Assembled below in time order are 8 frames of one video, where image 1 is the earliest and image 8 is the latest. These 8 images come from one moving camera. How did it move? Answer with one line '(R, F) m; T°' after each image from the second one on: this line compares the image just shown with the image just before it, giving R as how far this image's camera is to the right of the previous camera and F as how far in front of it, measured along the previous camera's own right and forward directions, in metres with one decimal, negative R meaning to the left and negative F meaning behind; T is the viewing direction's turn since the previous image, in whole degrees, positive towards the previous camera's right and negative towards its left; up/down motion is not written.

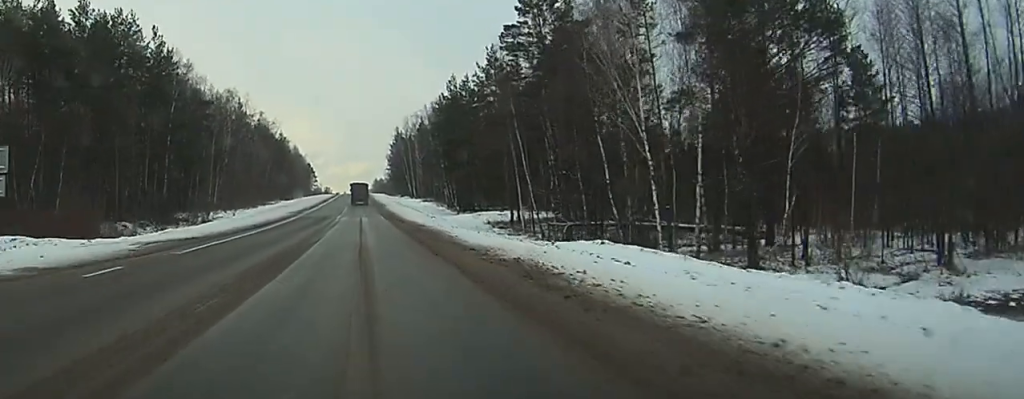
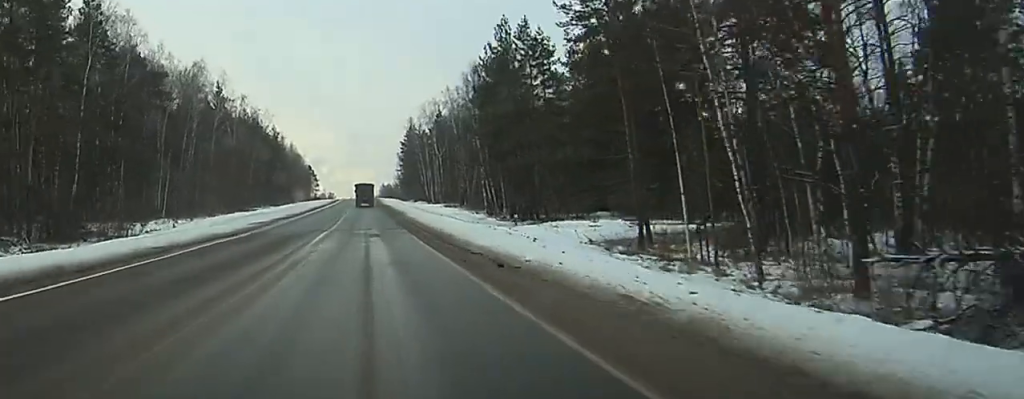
(0.0, +39.7) m; 0°
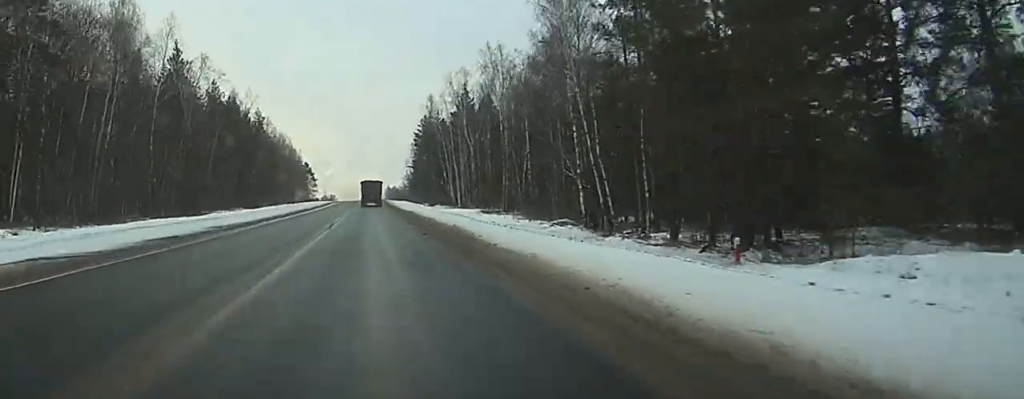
(0.0, +42.4) m; 0°
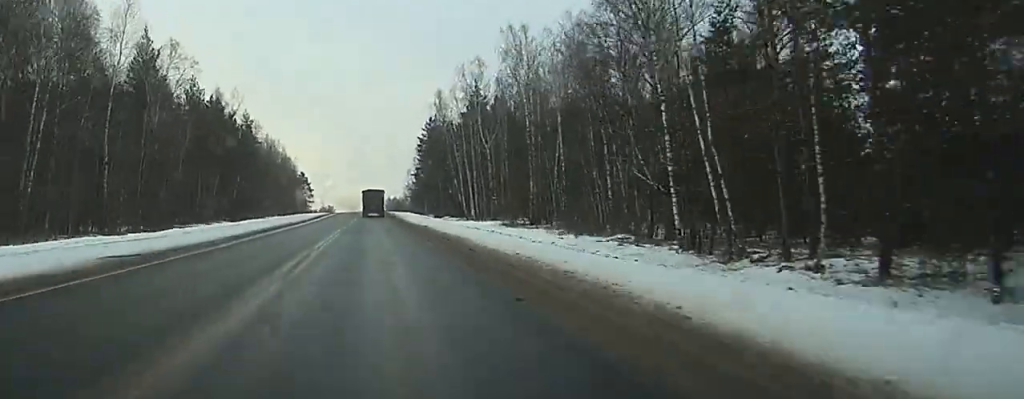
(0.0, +15.9) m; 0°
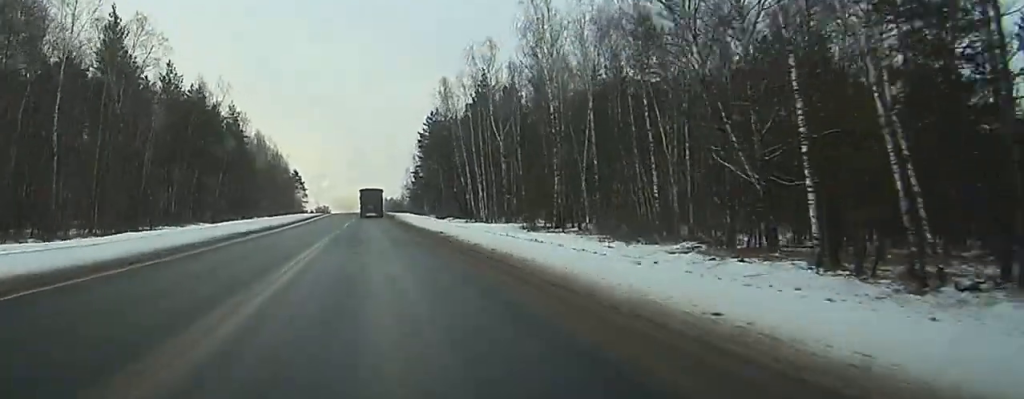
(-0.1, +11.3) m; 0°
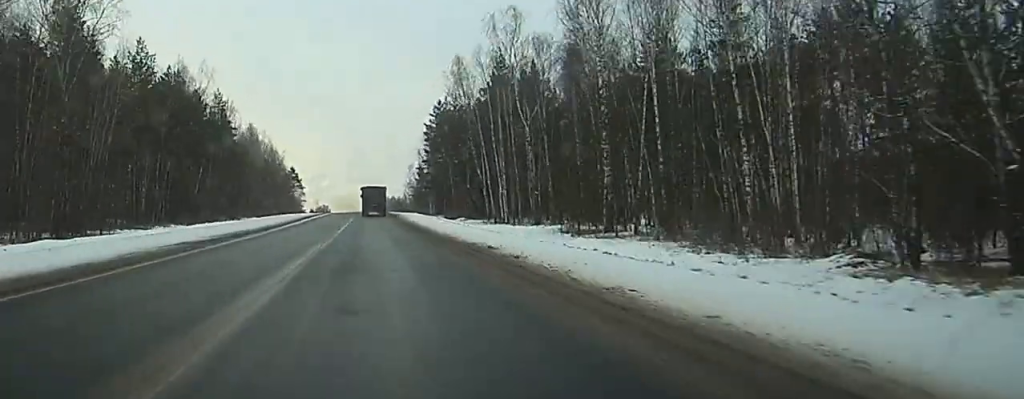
(0.0, +12.8) m; 0°
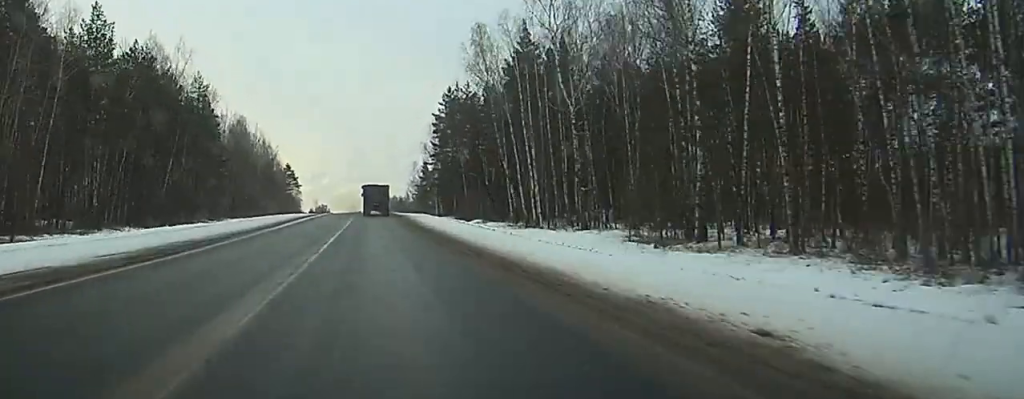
(0.0, +13.3) m; 0°
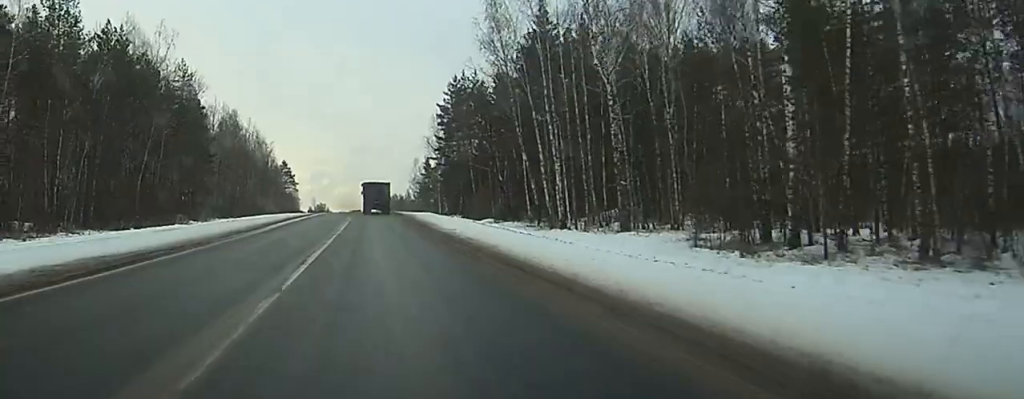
(0.0, +10.1) m; 0°
